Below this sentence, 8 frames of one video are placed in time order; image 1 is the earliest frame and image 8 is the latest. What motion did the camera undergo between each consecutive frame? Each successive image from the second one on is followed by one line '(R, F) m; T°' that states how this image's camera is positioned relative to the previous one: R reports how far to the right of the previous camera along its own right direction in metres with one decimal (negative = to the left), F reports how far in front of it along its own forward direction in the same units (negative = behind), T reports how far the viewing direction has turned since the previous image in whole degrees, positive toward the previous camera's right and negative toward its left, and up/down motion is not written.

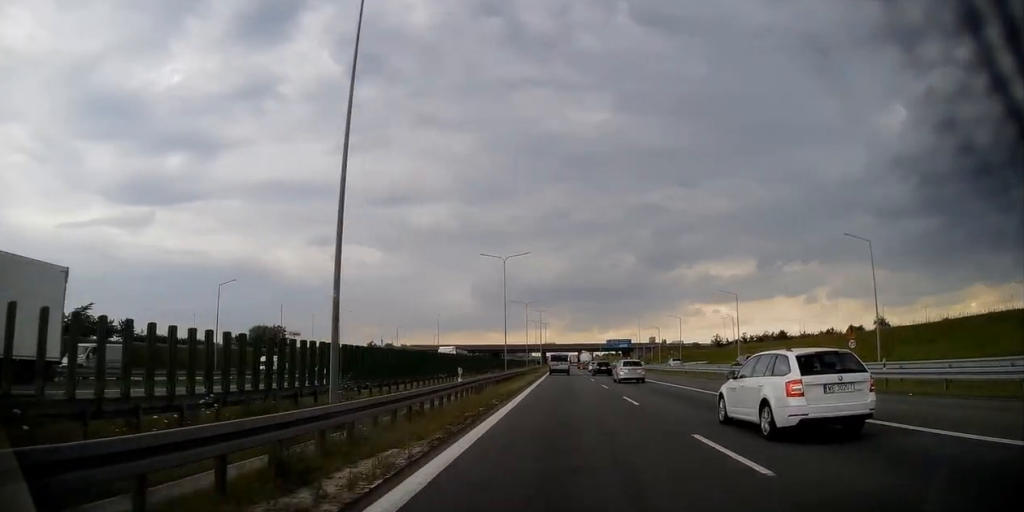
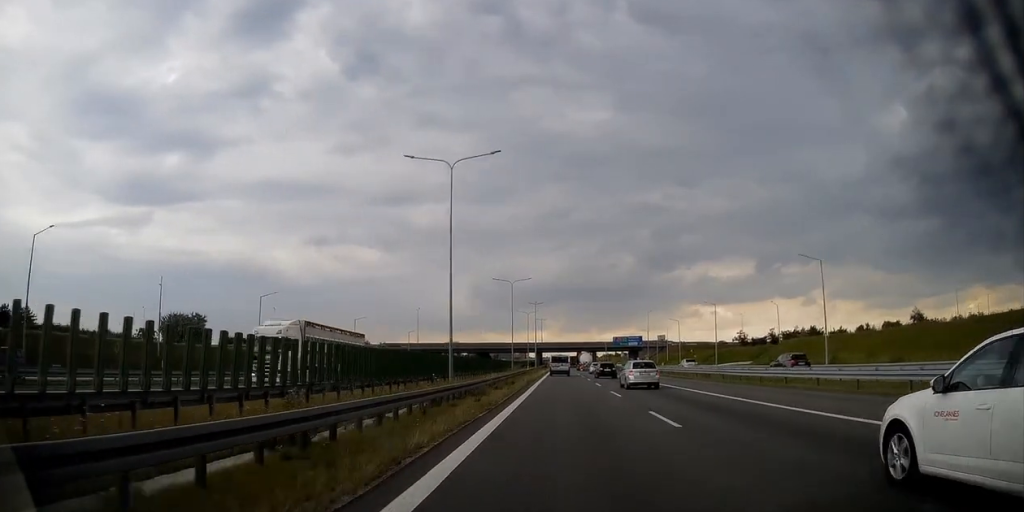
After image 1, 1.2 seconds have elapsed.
(+0.1, +26.3) m; 0°
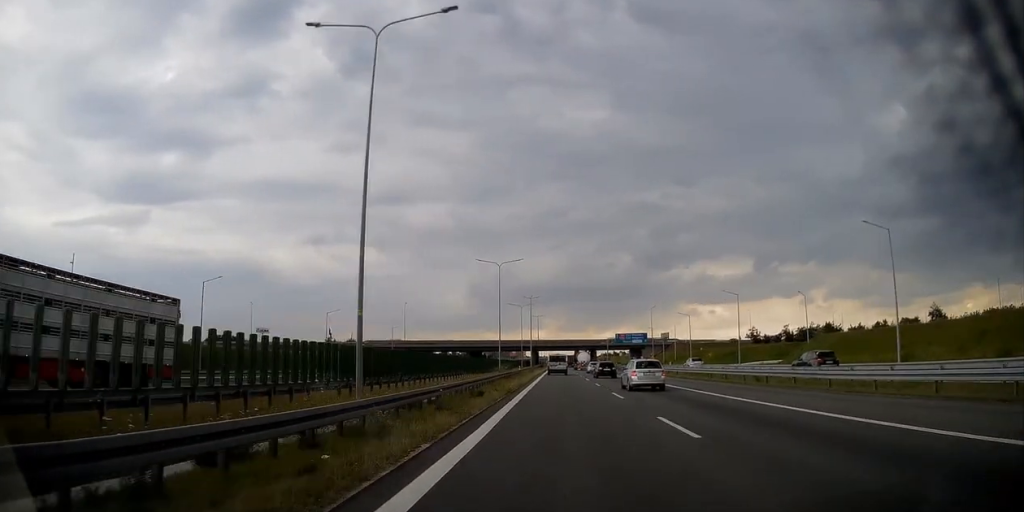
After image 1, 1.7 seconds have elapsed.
(0.0, +10.6) m; 0°
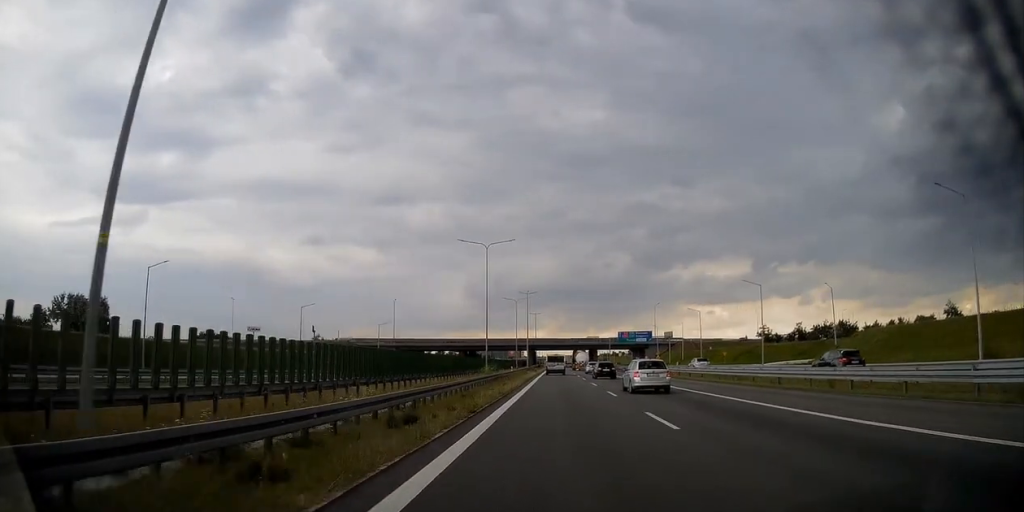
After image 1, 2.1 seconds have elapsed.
(0.0, +7.6) m; 0°
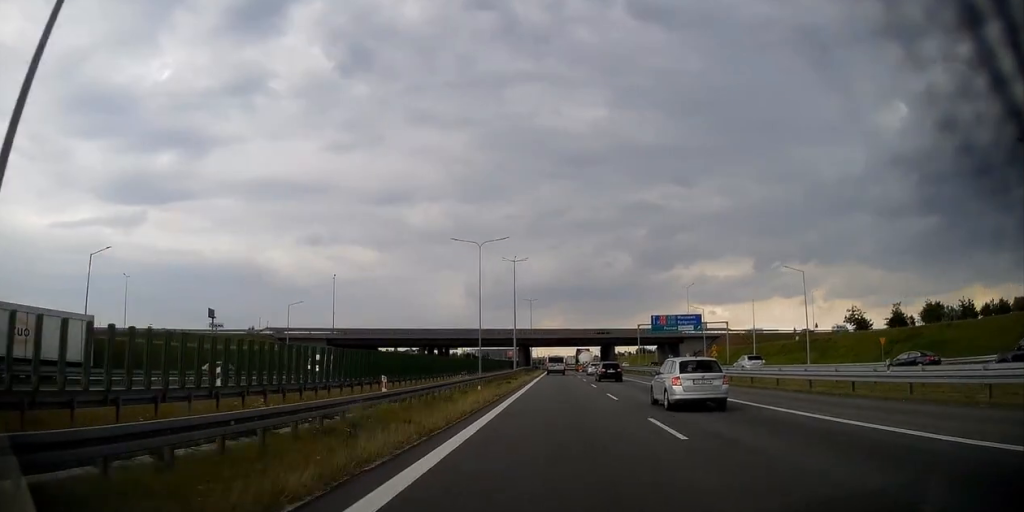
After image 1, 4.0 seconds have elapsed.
(+0.2, +40.5) m; +1°
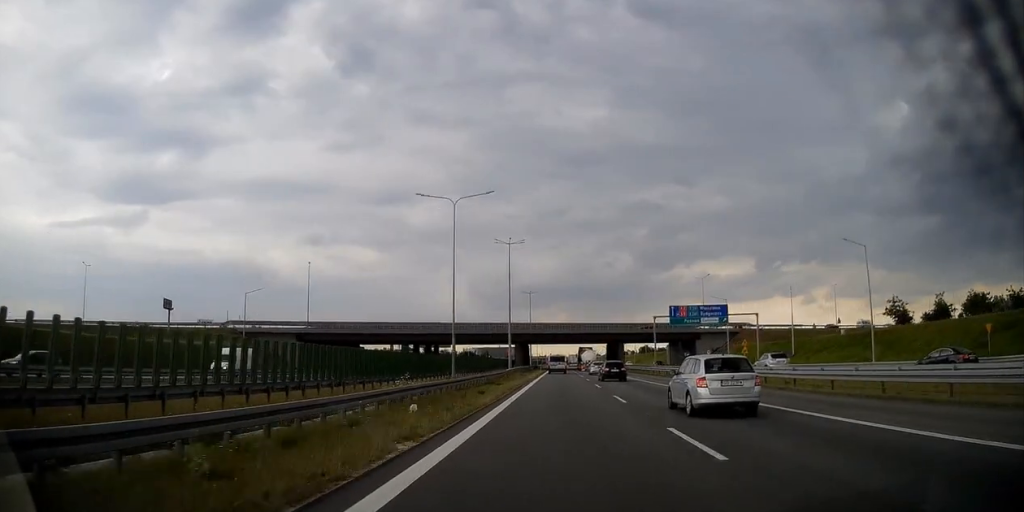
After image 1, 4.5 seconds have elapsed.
(+0.2, +12.2) m; 0°
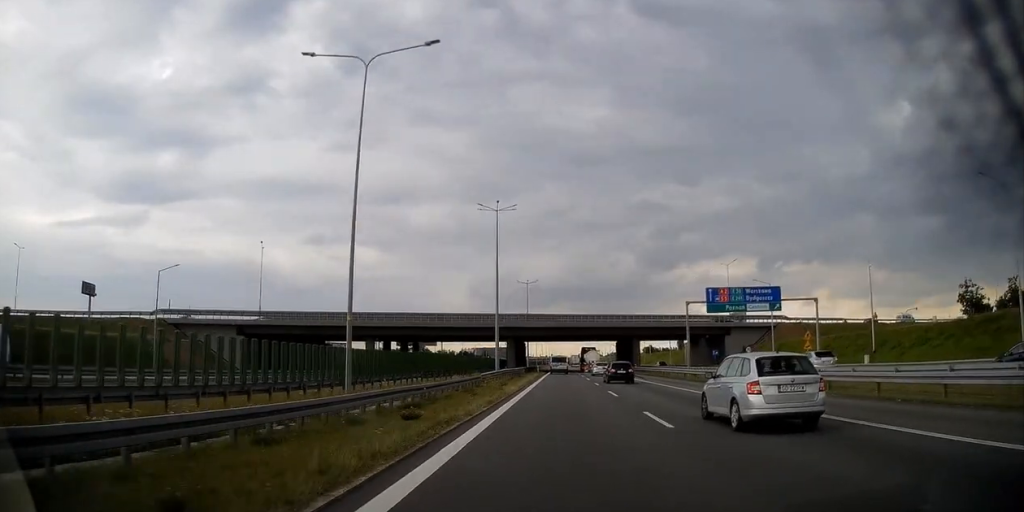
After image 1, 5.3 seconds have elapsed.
(-0.2, +19.8) m; -1°
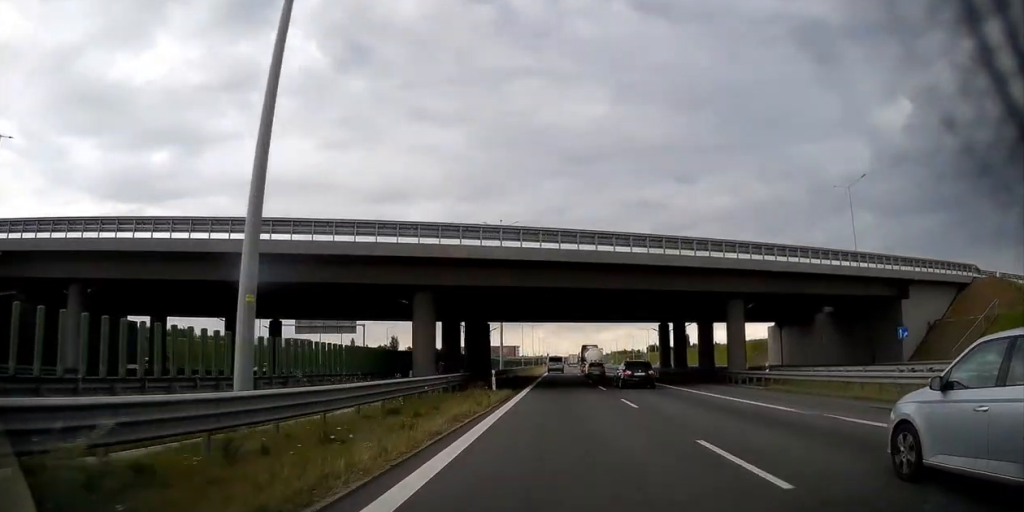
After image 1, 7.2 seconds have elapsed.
(+0.1, +53.4) m; 0°
